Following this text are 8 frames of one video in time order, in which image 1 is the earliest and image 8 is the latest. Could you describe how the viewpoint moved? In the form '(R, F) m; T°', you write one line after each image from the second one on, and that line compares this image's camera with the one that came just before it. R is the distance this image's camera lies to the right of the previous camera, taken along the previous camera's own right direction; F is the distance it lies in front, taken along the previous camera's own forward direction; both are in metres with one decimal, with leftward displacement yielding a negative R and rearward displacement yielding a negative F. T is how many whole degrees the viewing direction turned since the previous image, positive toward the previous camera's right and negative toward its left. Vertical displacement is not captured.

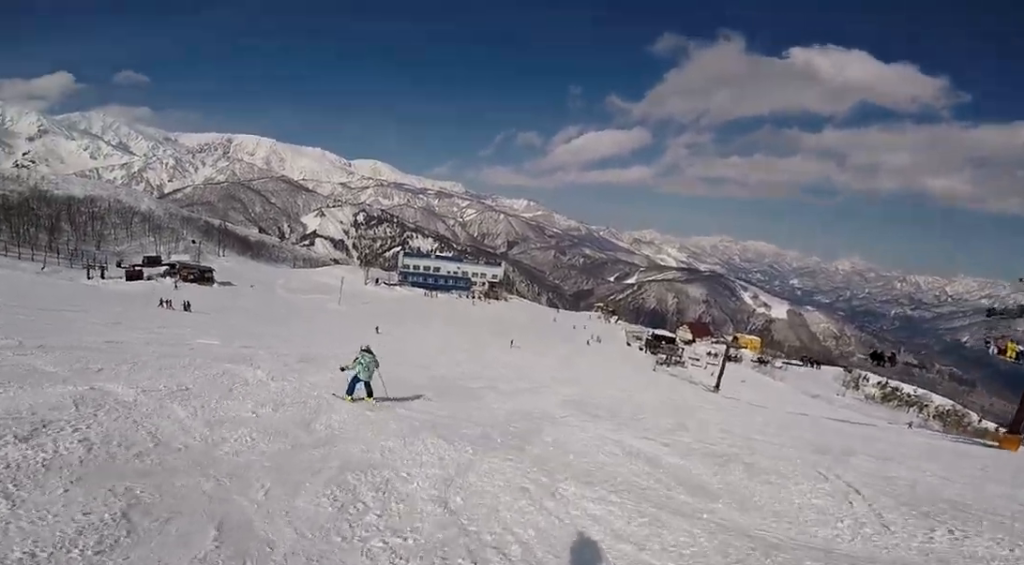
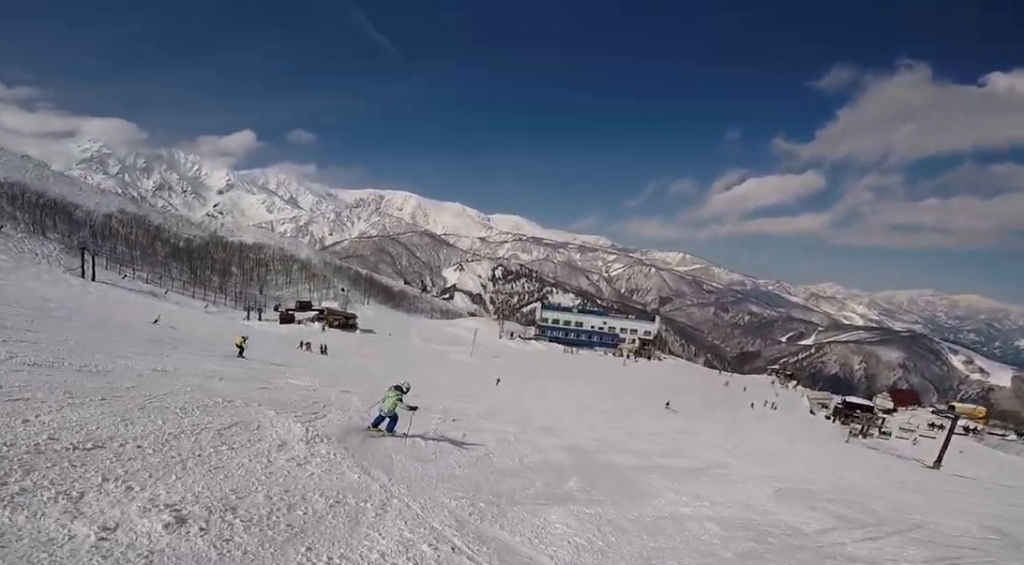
(-1.0, +3.4) m; -14°
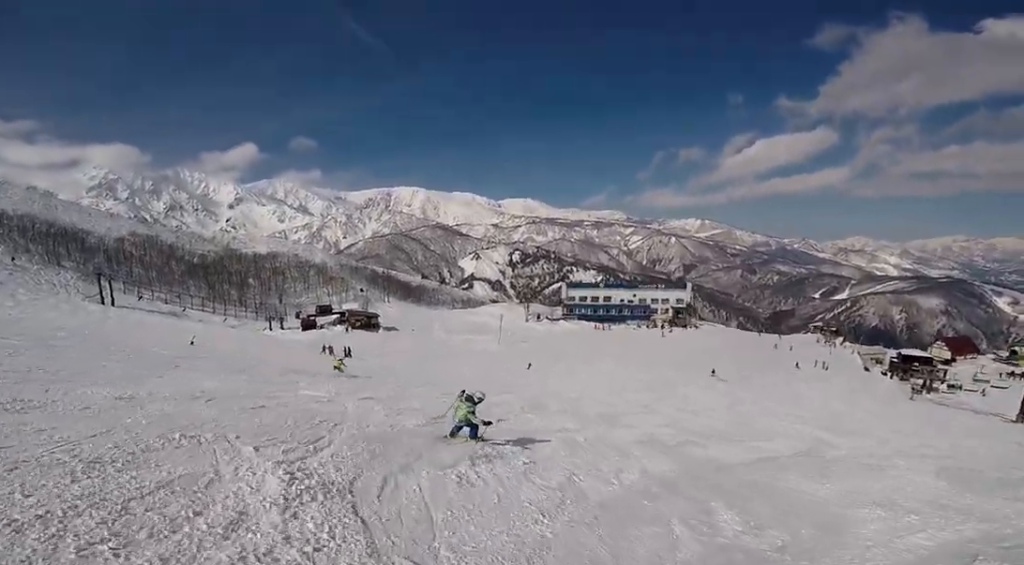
(-0.1, +2.1) m; +7°
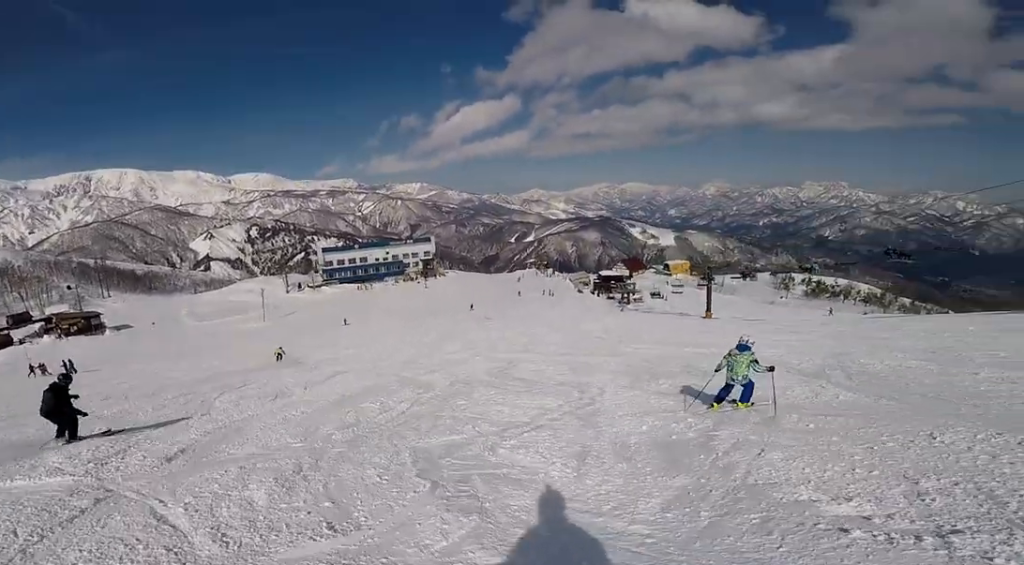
(+2.2, +5.7) m; +66°
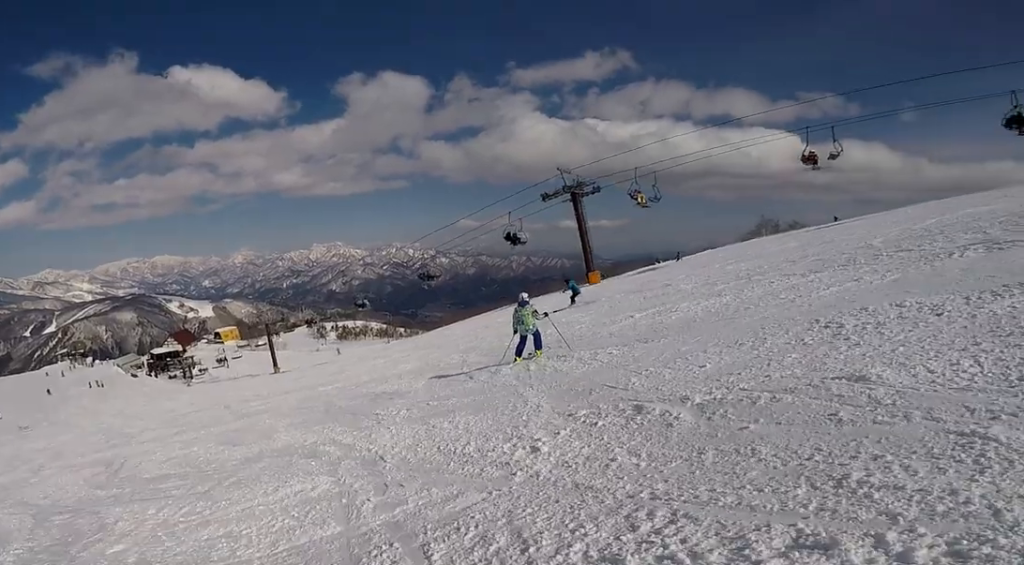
(+2.4, +3.2) m; +39°
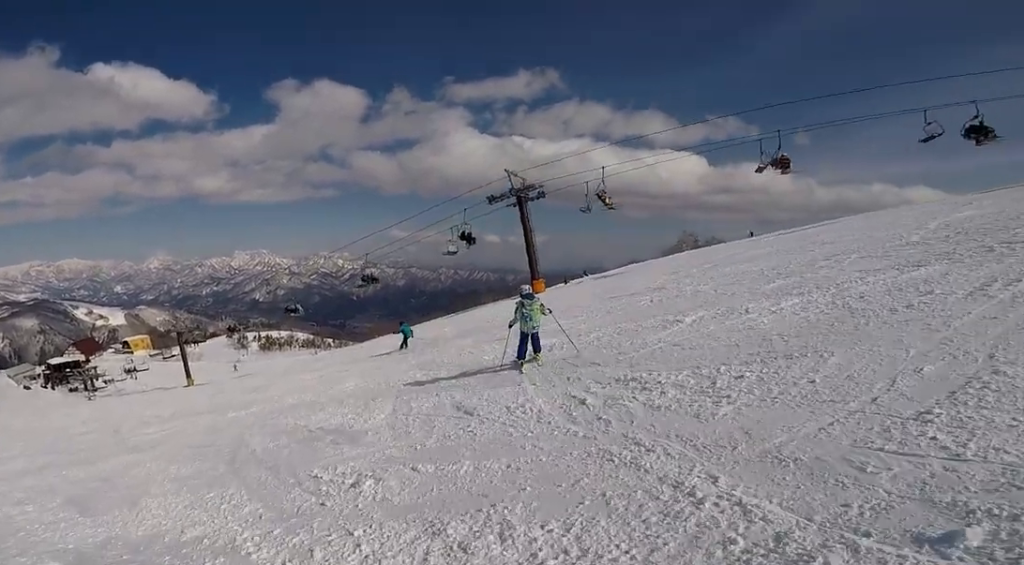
(+0.1, +3.1) m; -6°
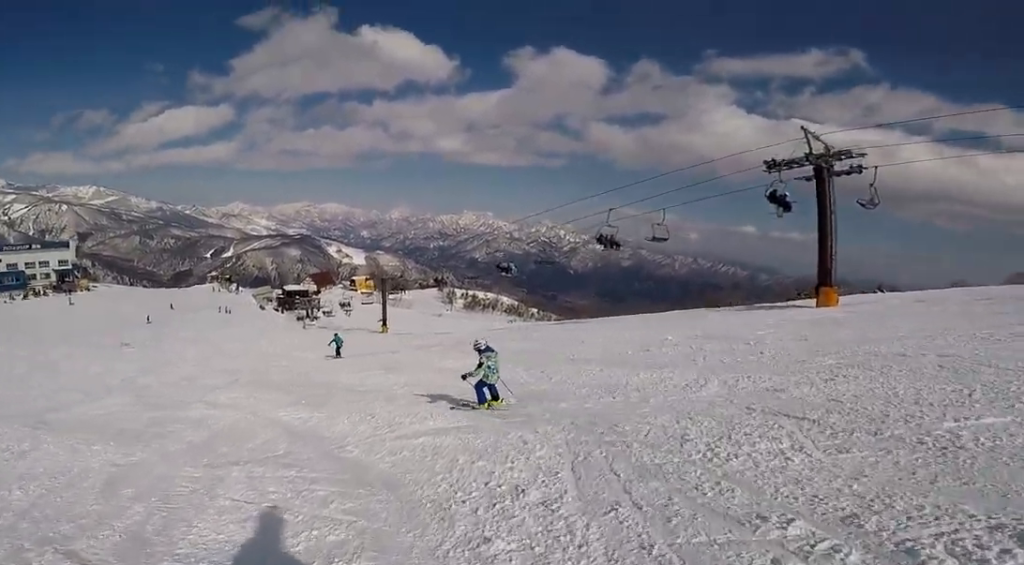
(-3.8, +6.8) m; -53°
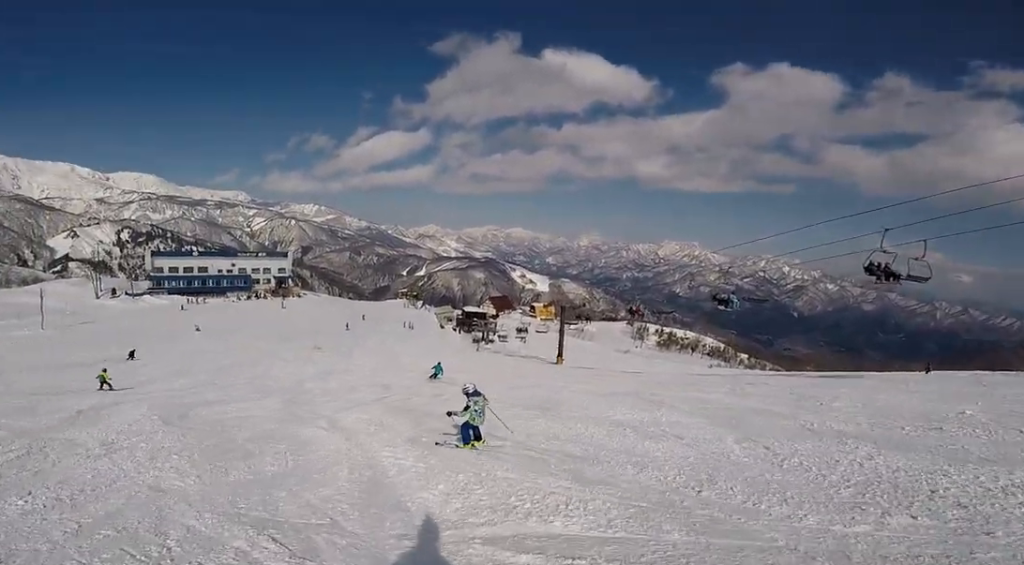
(-0.2, +3.2) m; -17°
